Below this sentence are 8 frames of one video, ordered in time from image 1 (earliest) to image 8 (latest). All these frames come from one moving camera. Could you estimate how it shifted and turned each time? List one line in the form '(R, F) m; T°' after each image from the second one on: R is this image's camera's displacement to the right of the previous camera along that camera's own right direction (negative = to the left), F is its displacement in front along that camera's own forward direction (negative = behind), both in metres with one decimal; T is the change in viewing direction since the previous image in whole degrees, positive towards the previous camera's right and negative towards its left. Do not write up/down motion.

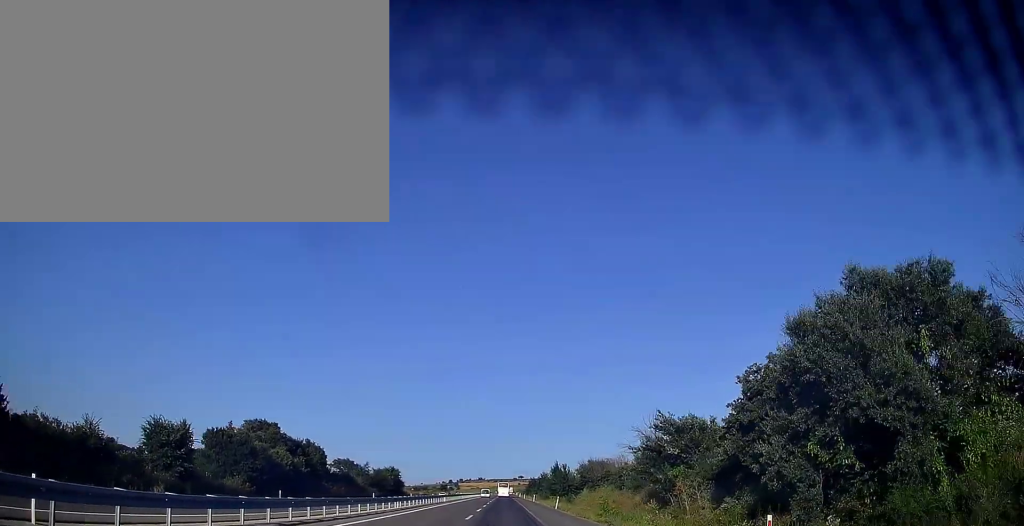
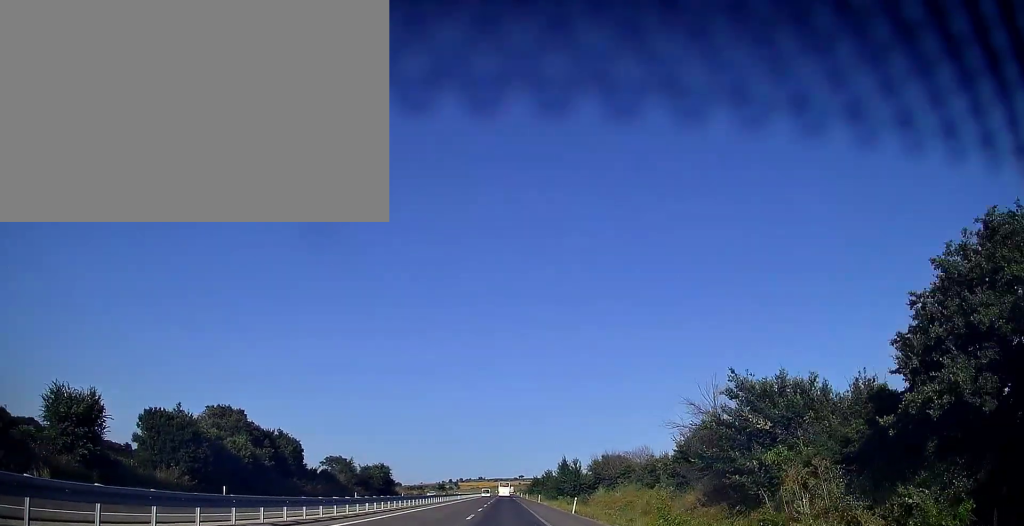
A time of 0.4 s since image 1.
(0.0, +12.7) m; 0°
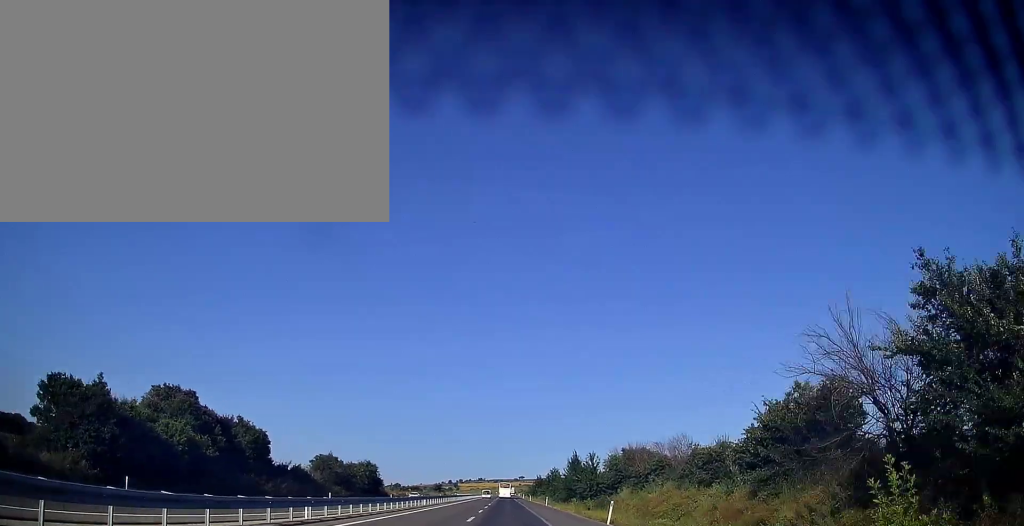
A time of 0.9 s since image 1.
(0.0, +12.7) m; 0°
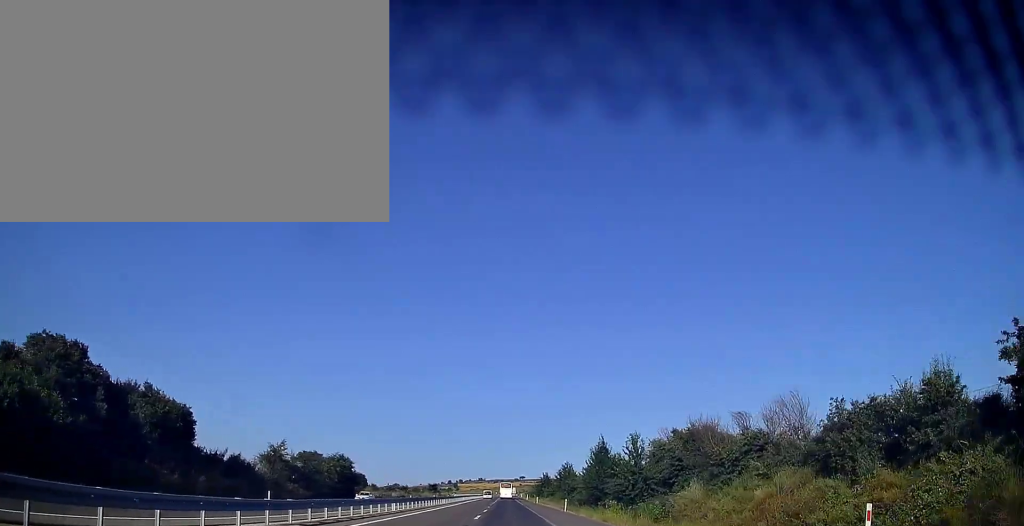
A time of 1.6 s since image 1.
(0.0, +21.5) m; 0°
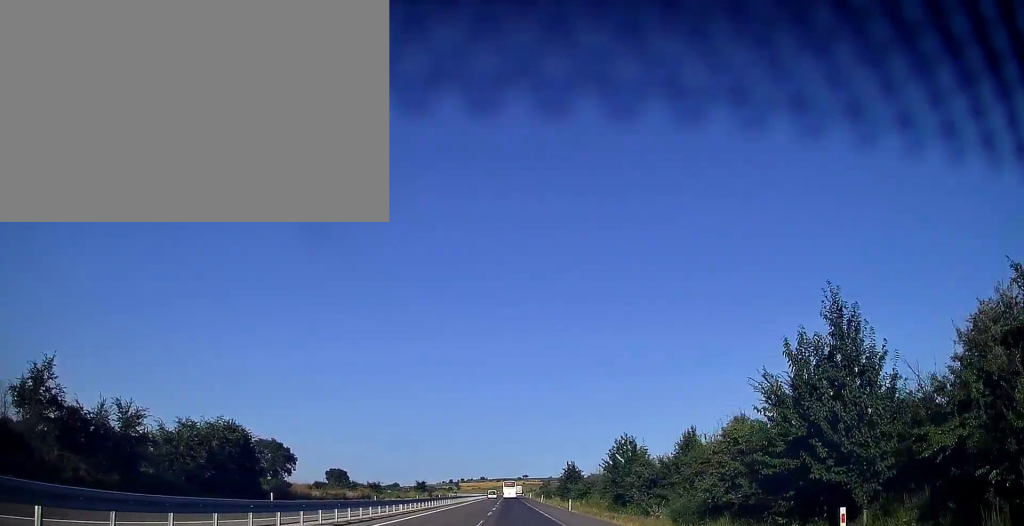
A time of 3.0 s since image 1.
(+0.3, +42.0) m; 0°
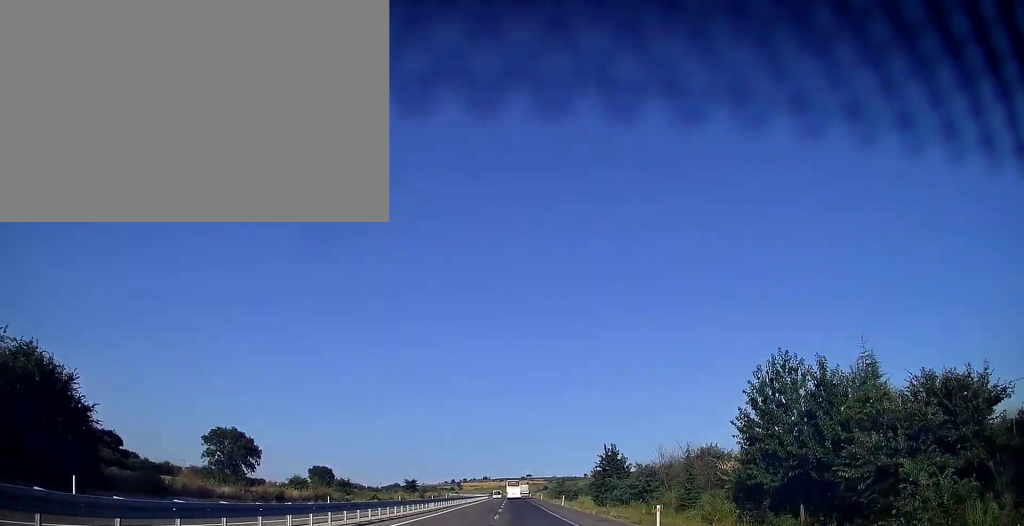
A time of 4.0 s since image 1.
(-0.3, +28.4) m; -1°
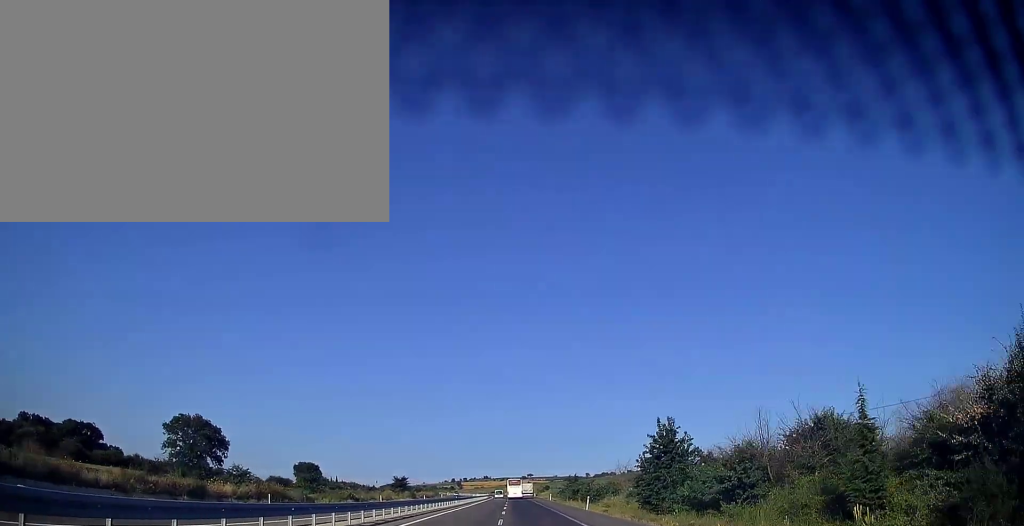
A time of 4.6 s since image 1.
(-0.1, +18.6) m; 0°
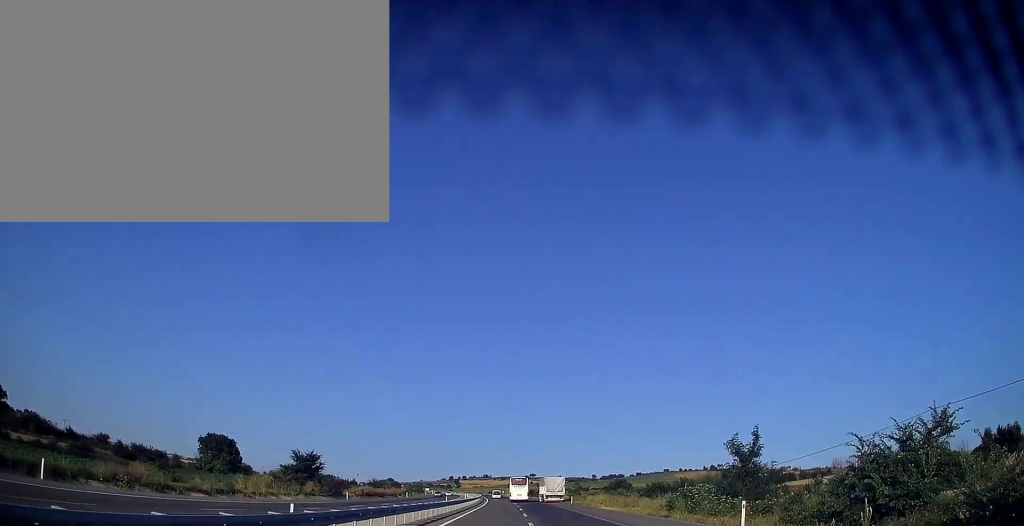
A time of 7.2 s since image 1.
(+0.5, +74.7) m; 0°
